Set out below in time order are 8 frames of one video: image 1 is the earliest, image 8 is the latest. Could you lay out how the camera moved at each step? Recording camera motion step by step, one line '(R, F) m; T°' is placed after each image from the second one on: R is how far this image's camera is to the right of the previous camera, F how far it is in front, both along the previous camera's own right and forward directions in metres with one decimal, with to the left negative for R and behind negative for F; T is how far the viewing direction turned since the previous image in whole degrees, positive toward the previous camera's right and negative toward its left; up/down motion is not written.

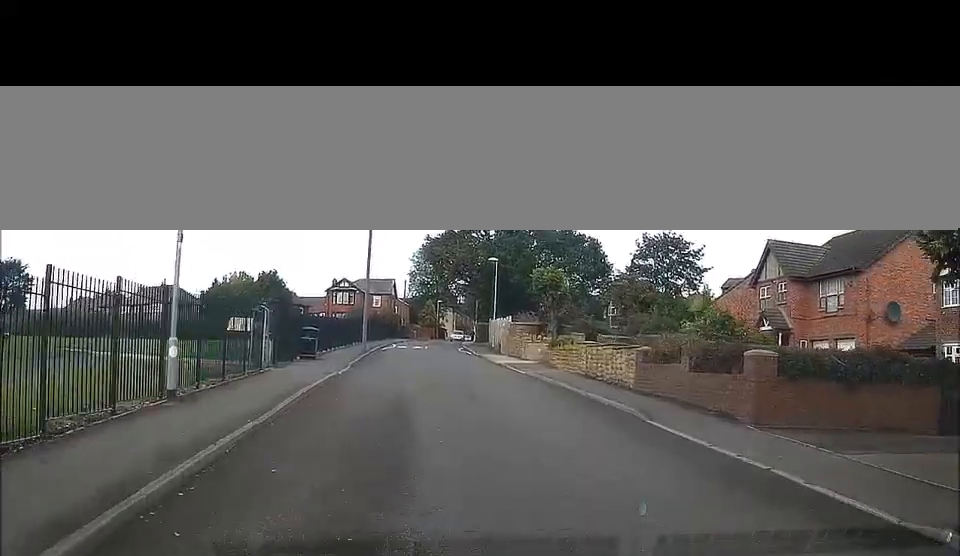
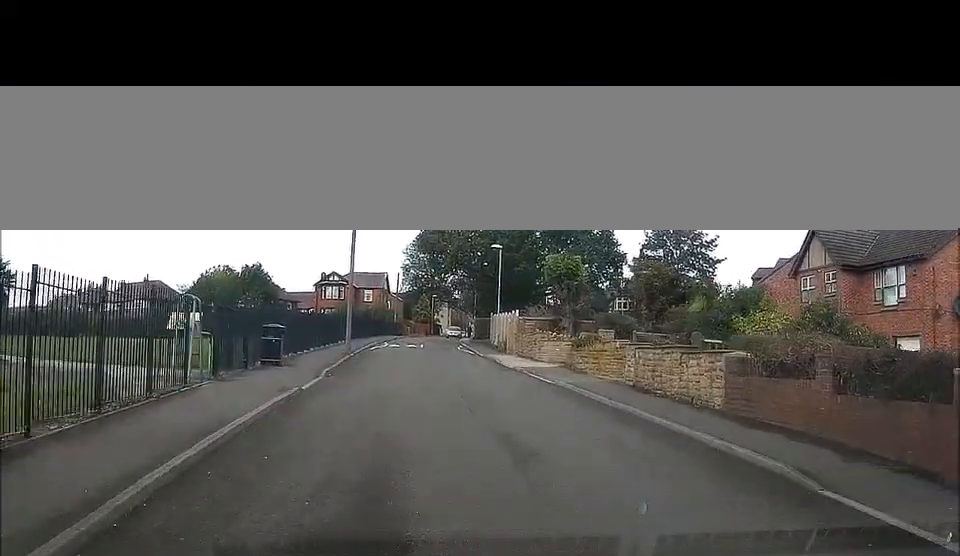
(+0.2, +6.8) m; 0°
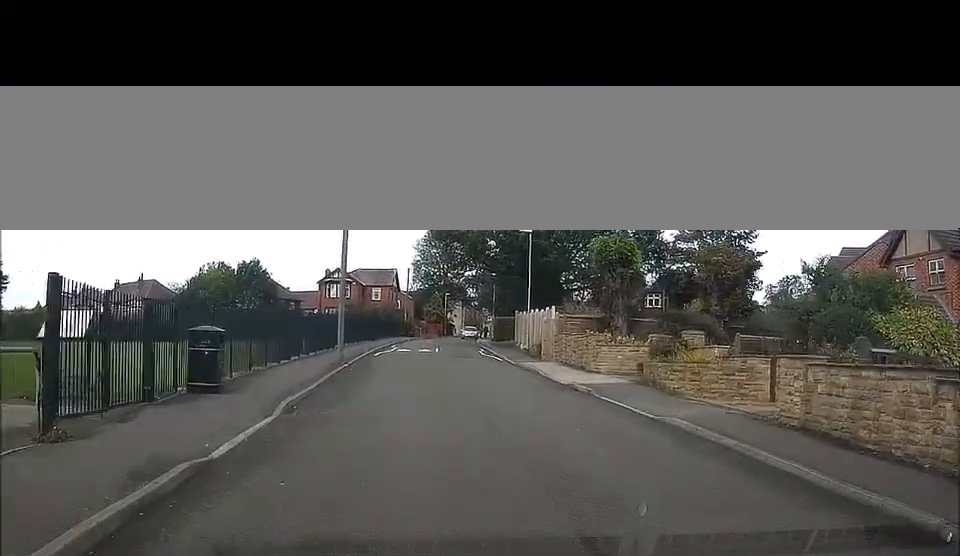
(-0.2, +8.6) m; -1°
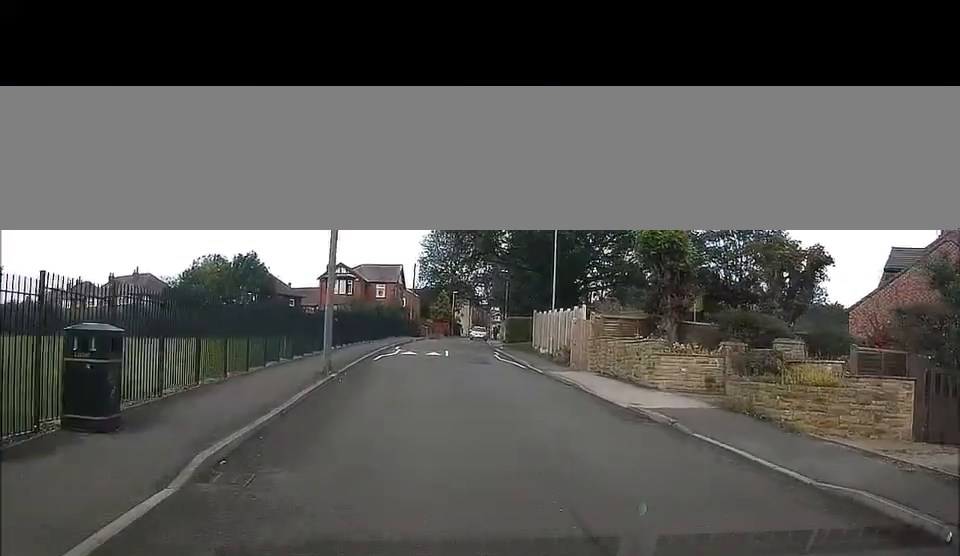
(+0.1, +5.6) m; 0°
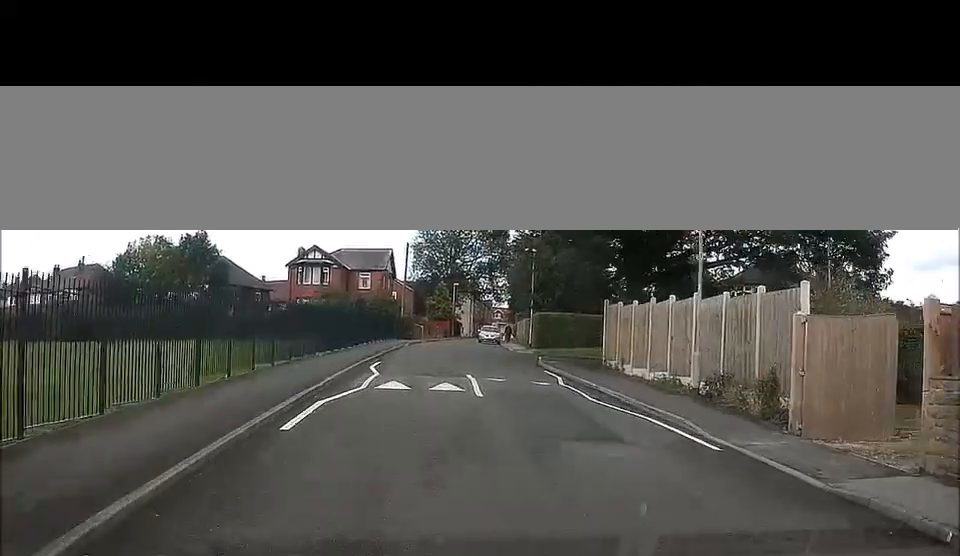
(0.0, +19.7) m; -1°
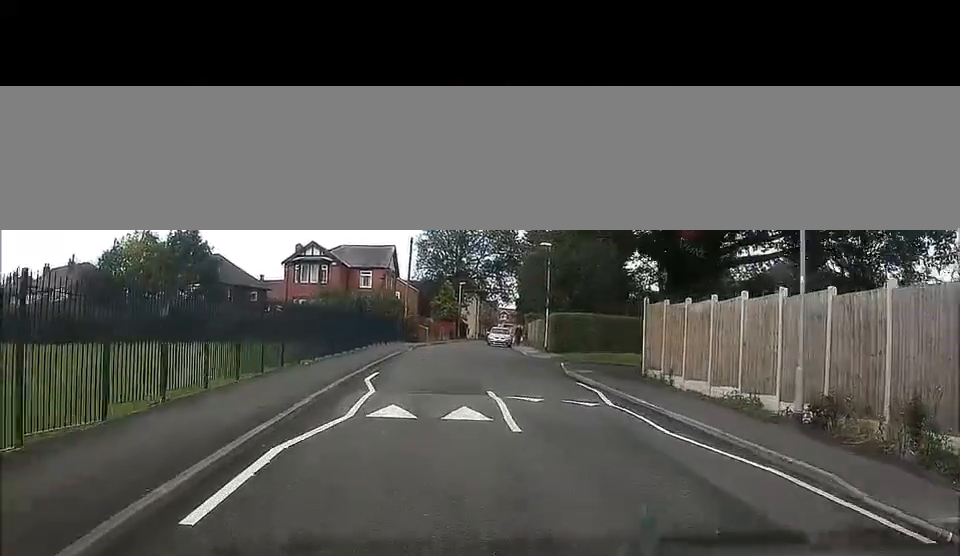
(0.0, +4.7) m; -1°
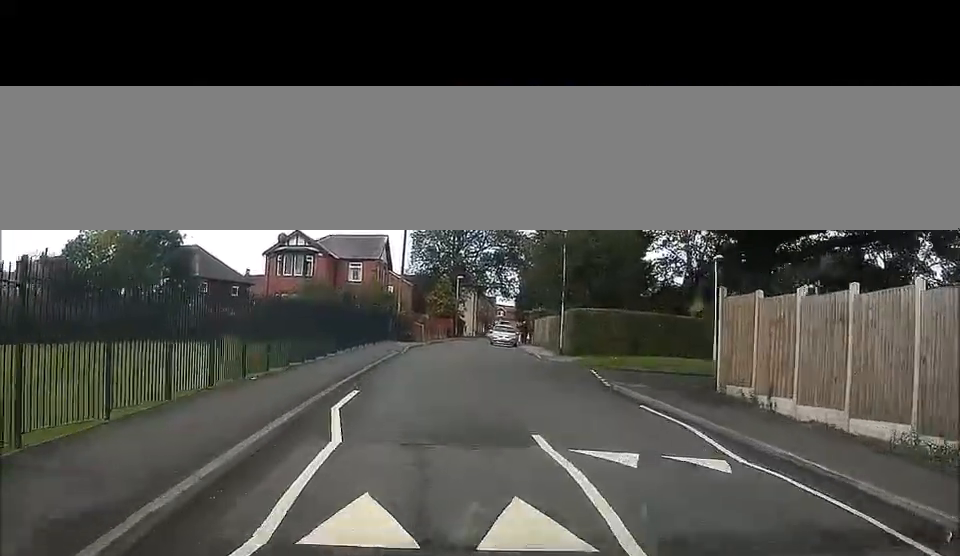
(0.0, +5.2) m; 0°
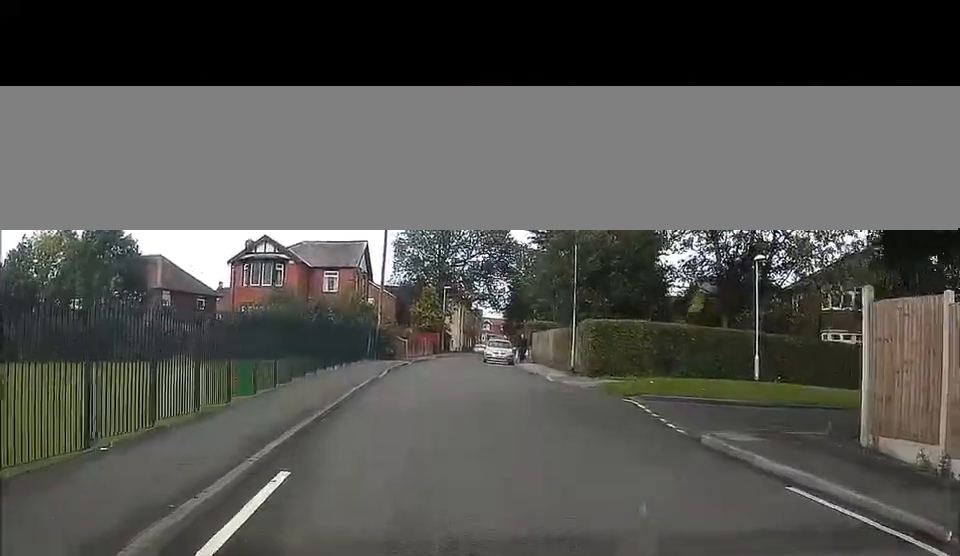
(+0.1, +5.5) m; +2°
